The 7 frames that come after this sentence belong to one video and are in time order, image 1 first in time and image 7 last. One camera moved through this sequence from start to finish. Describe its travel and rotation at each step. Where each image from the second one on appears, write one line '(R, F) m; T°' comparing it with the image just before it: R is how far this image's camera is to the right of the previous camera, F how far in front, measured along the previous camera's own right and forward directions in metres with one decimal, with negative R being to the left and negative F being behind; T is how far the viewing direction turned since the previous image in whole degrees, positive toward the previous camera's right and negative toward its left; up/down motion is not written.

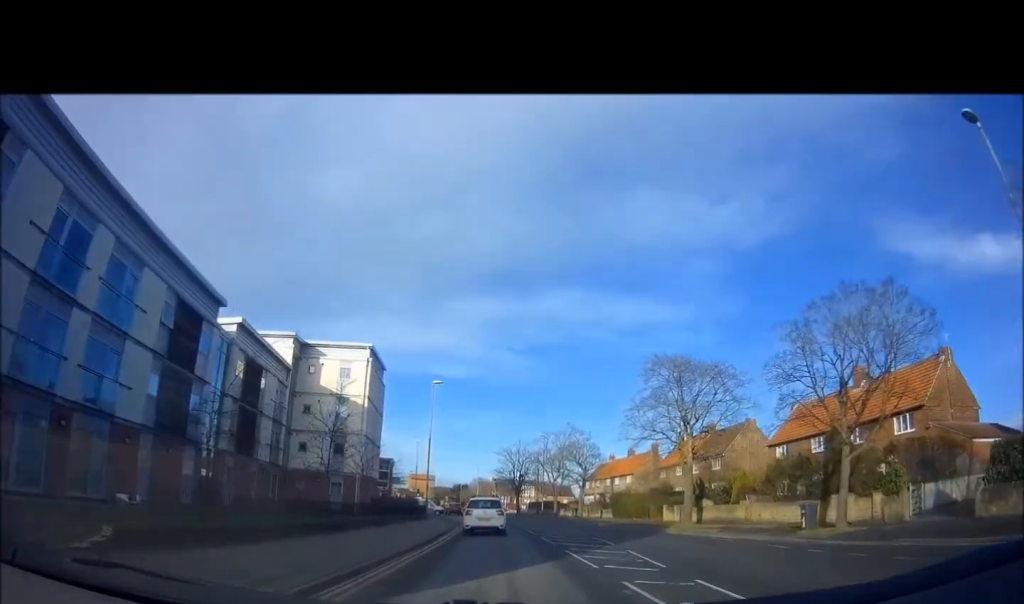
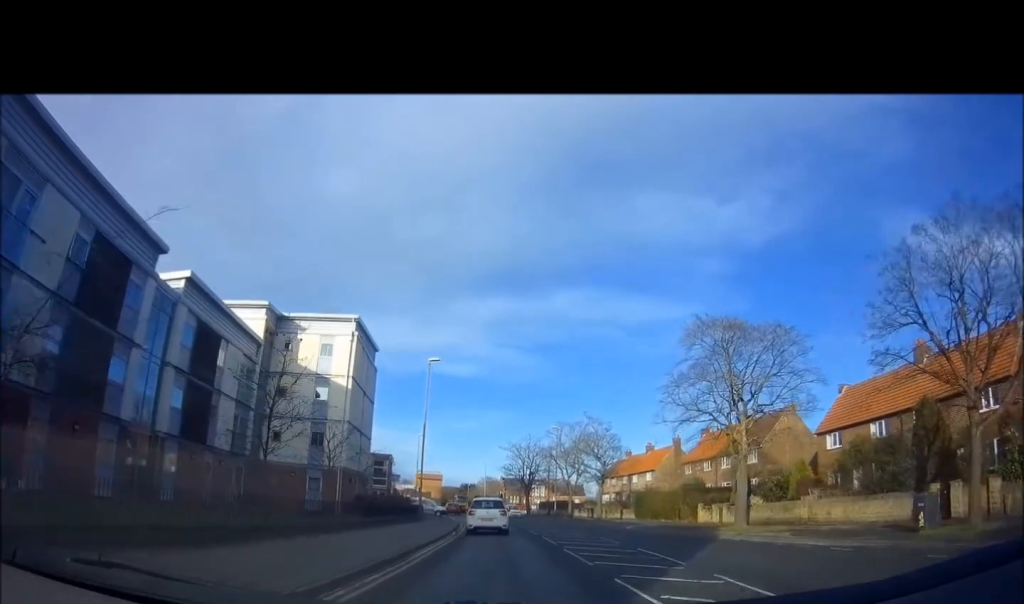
(-0.1, +6.1) m; -1°
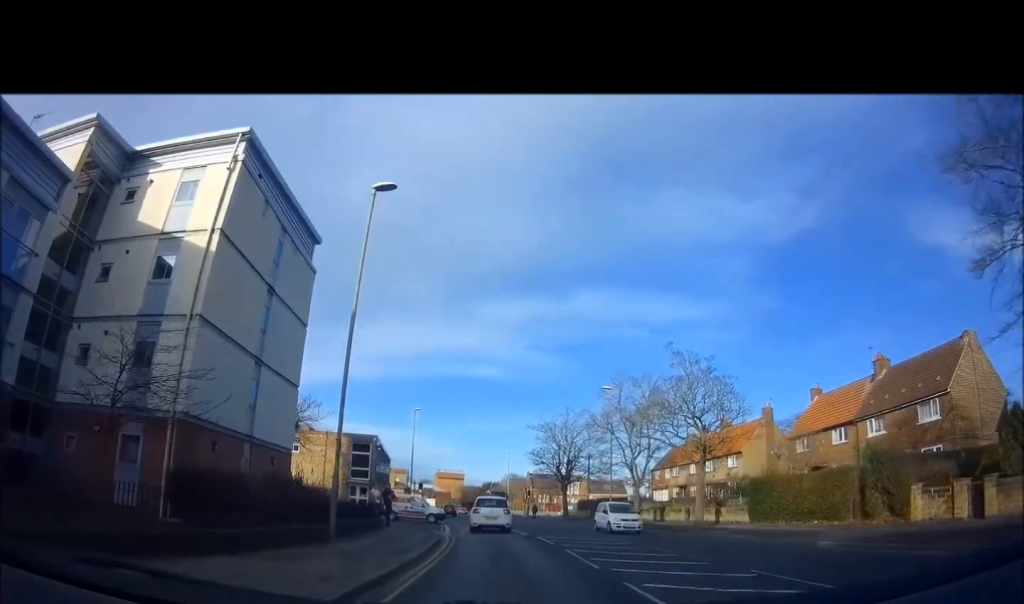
(-0.5, +19.0) m; -3°
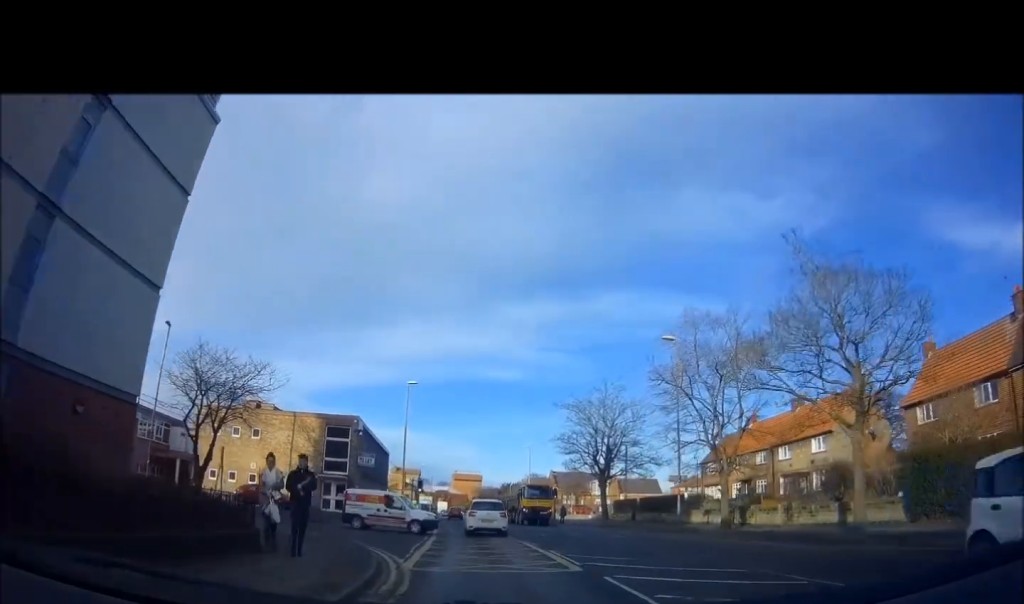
(-0.1, +11.7) m; -2°
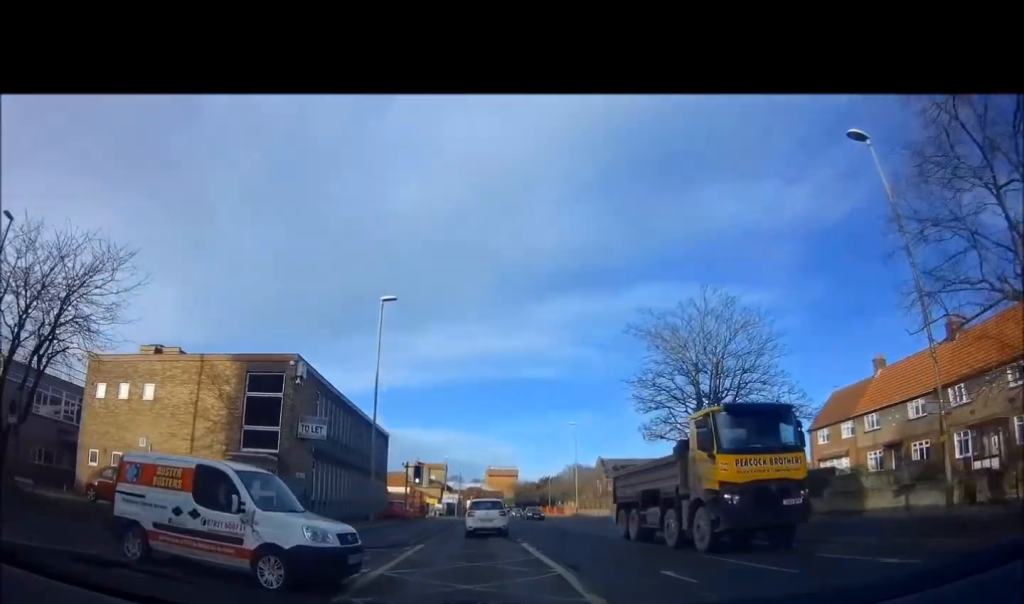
(-0.5, +16.2) m; -4°
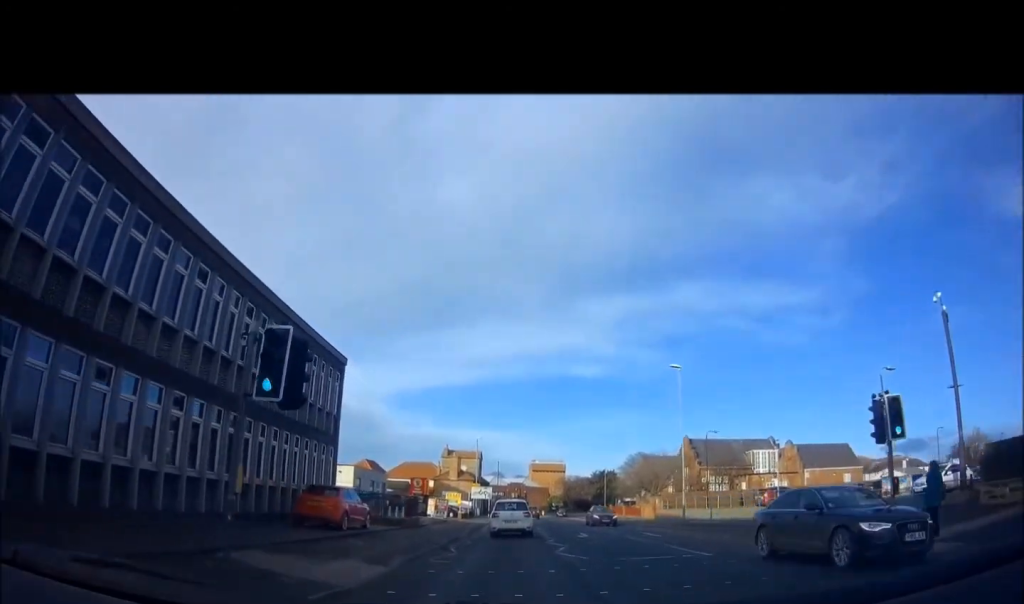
(-1.1, +22.9) m; -4°
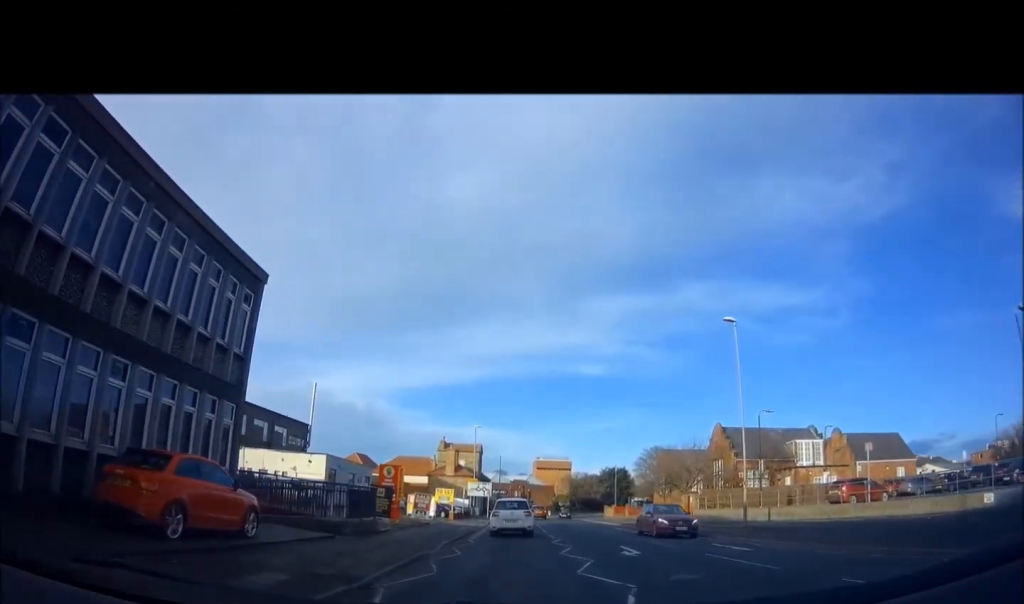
(0.0, +8.9) m; 0°
